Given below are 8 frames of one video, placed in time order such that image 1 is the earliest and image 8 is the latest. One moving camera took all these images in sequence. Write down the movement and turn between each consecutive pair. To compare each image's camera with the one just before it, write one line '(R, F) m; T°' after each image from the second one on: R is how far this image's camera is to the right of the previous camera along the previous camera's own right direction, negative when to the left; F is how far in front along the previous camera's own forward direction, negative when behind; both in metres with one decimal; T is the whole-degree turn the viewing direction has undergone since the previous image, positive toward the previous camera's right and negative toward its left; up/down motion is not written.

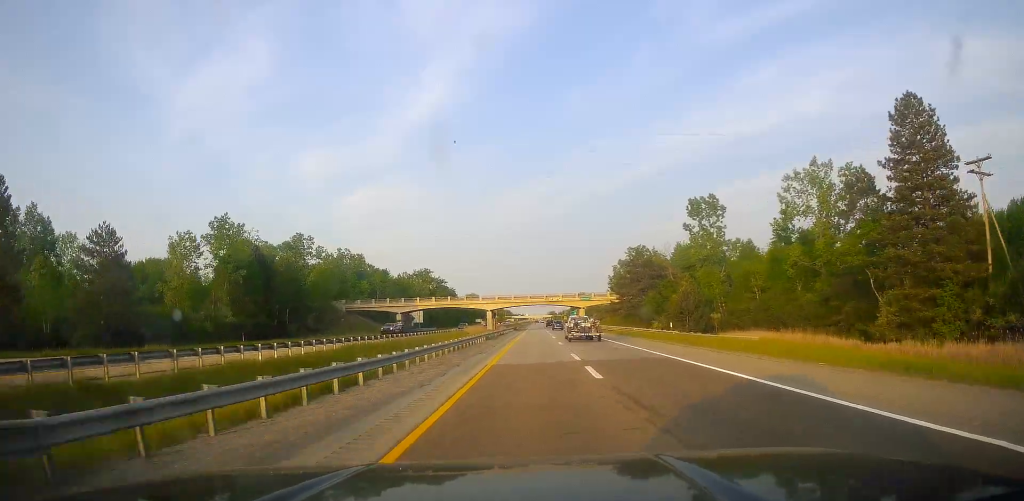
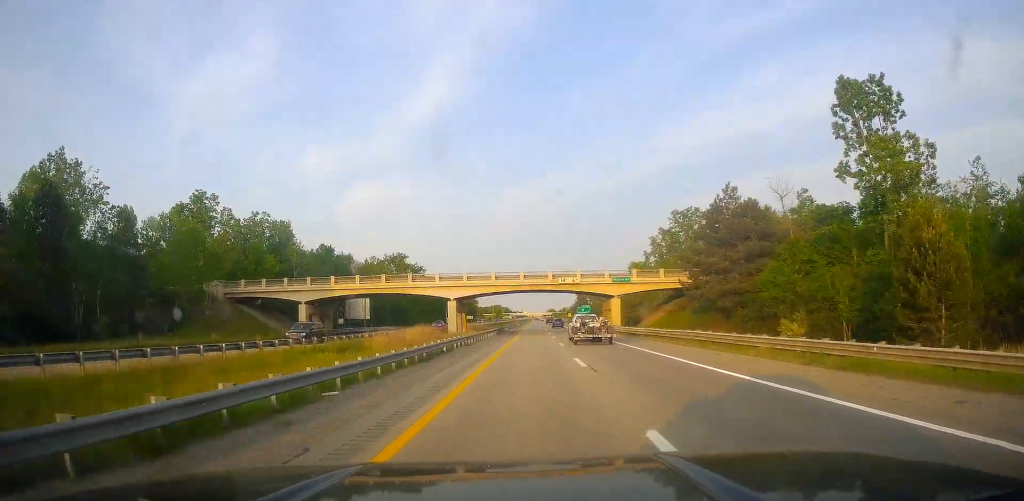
(0.0, +49.6) m; 0°
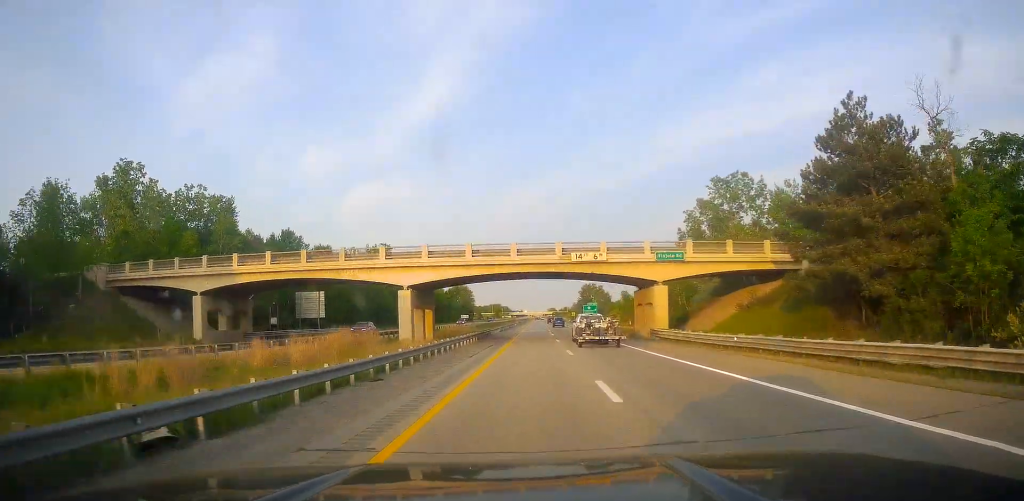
(0.0, +23.7) m; 0°
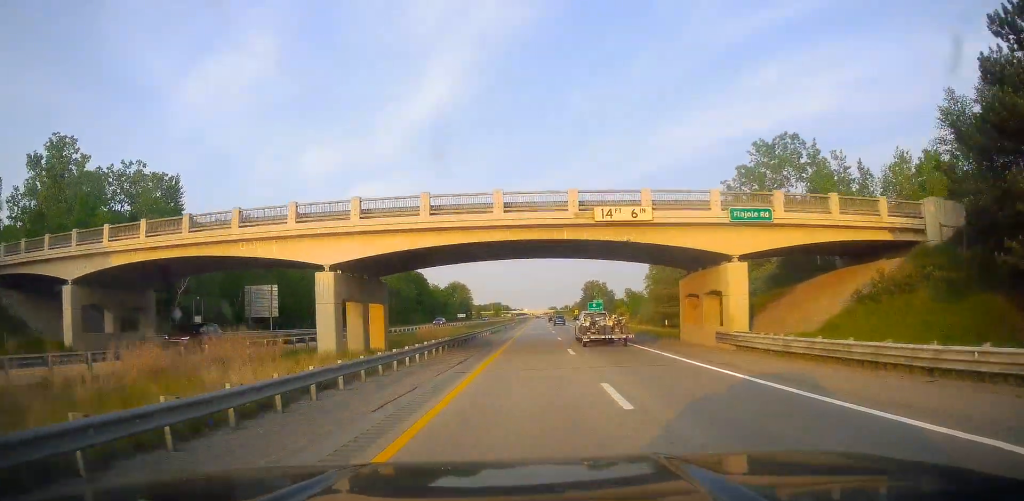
(0.0, +16.2) m; 0°
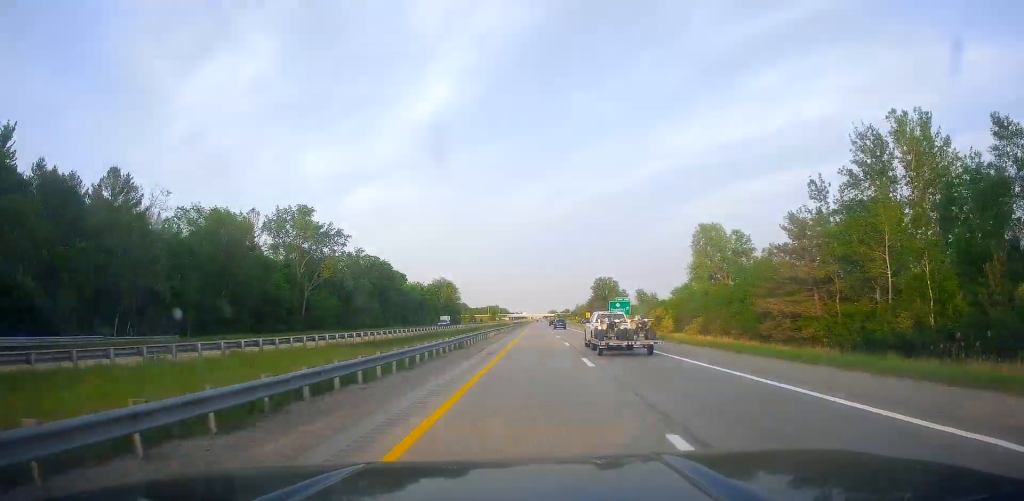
(+0.6, +52.1) m; 0°
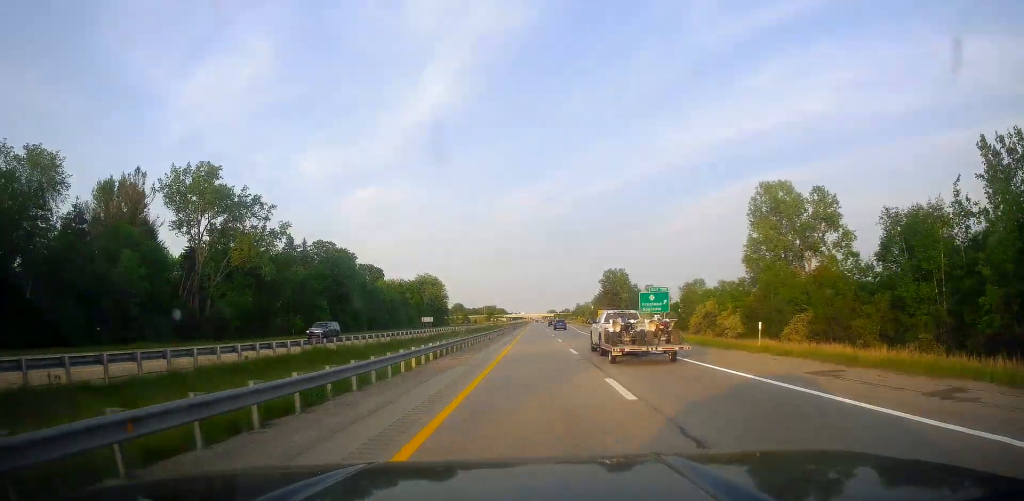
(-0.5, +38.3) m; 0°
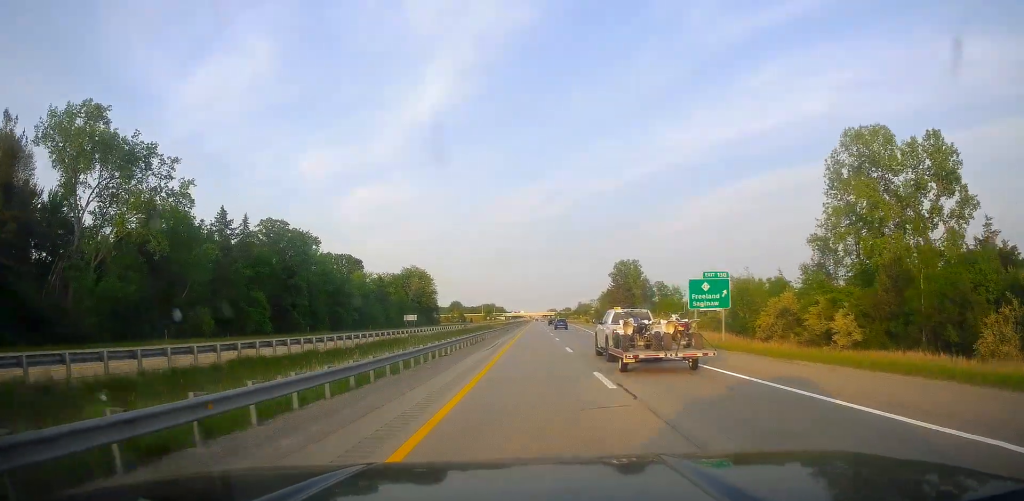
(+0.4, +28.5) m; 0°
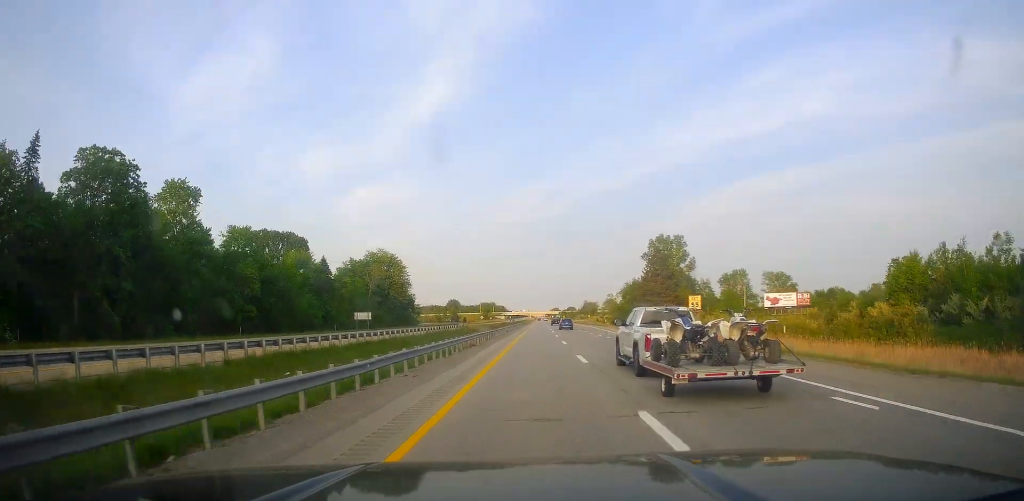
(-0.5, +53.3) m; -1°
